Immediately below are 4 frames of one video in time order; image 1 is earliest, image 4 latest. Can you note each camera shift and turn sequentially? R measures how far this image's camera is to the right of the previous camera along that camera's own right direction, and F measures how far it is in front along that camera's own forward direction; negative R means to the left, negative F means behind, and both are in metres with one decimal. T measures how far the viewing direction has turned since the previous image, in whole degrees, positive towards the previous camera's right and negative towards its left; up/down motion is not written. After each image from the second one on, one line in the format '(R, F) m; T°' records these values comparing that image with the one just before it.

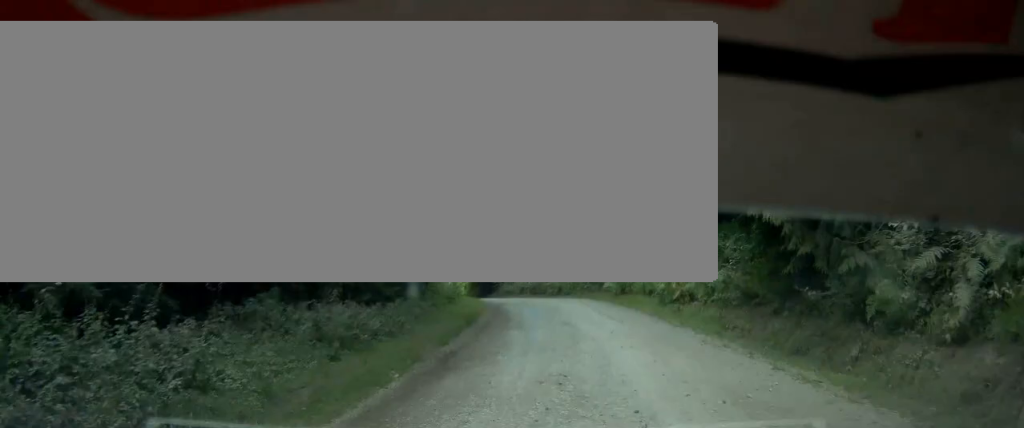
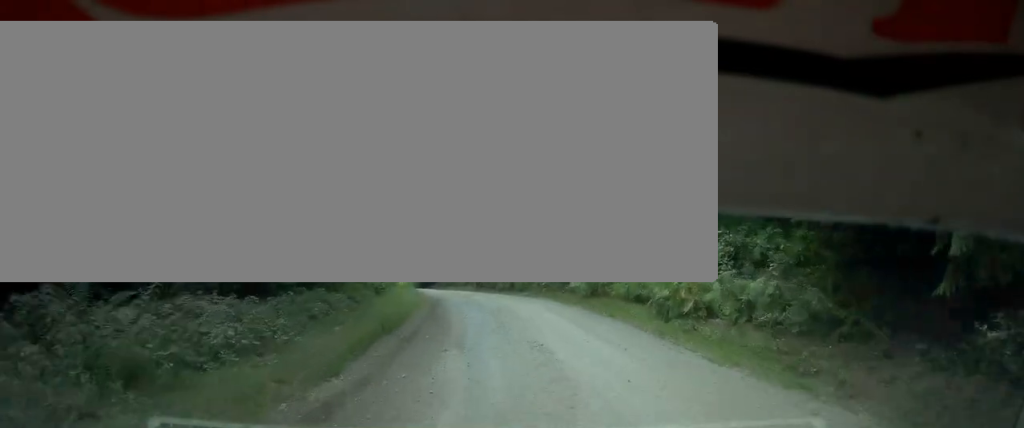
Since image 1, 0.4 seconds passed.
(-0.4, +4.7) m; -7°
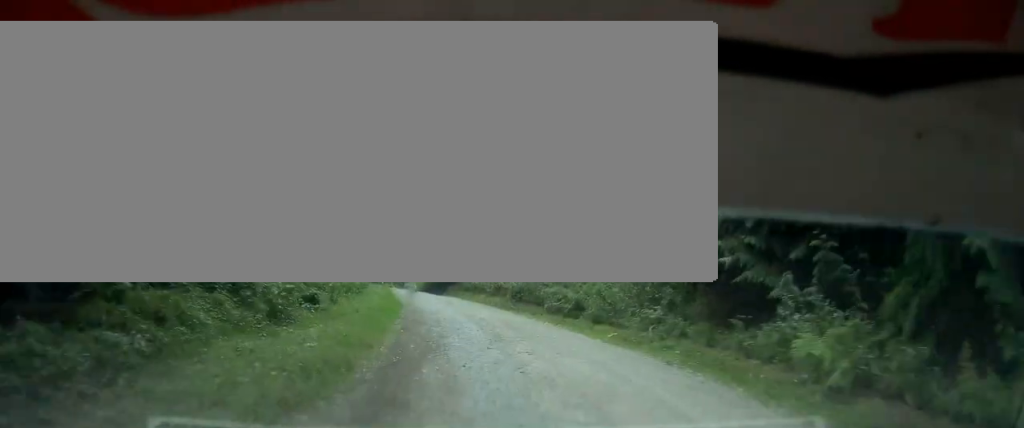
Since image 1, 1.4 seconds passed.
(-1.1, +12.2) m; -8°
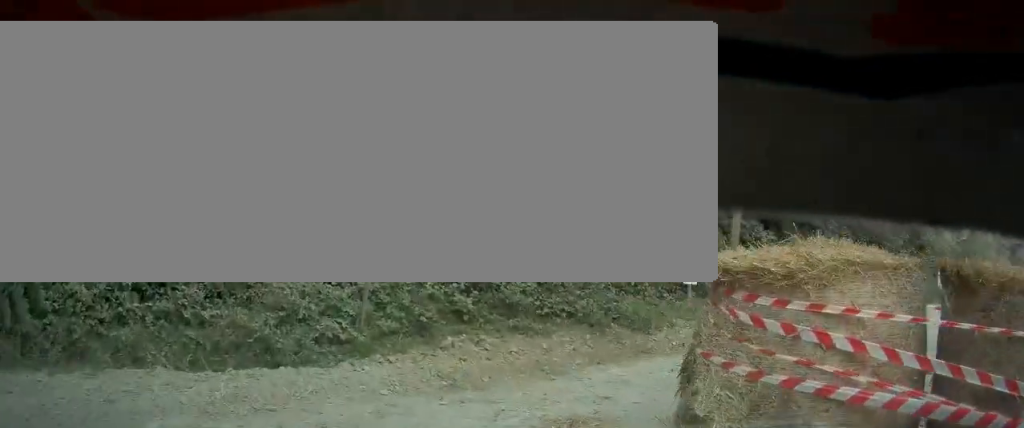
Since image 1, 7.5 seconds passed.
(-7.8, +117.8) m; +17°
